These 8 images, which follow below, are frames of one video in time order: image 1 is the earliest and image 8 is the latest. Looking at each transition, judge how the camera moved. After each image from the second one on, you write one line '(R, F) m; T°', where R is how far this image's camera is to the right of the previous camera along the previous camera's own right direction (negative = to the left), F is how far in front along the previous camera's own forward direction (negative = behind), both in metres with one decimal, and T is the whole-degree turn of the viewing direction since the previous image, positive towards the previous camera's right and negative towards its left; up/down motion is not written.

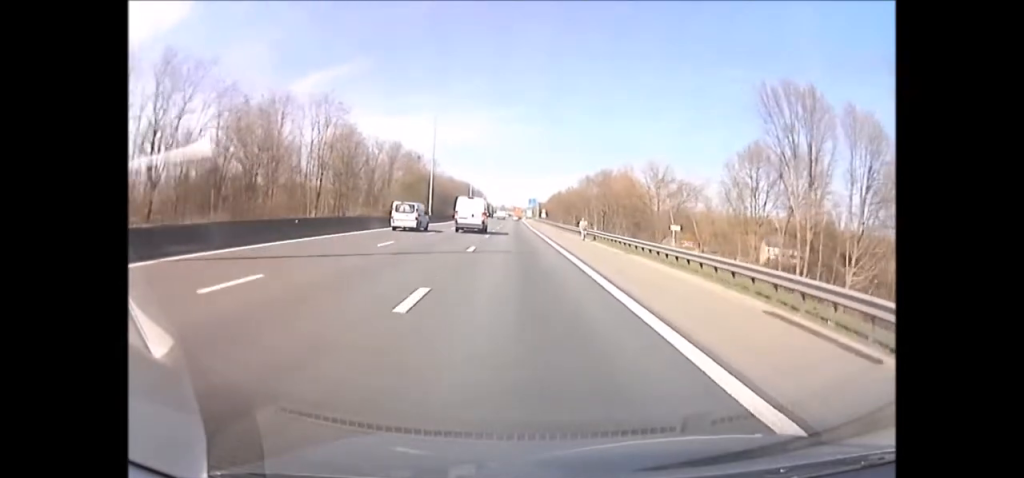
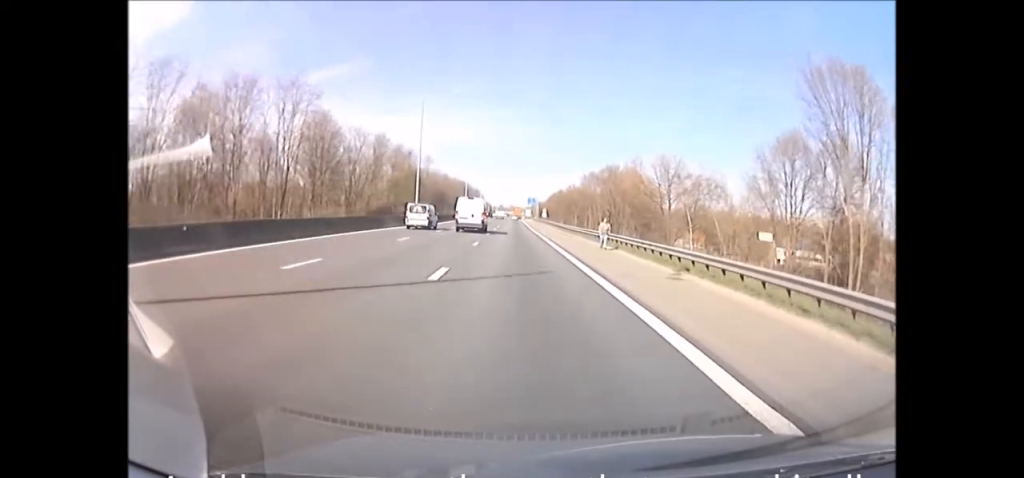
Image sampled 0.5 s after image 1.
(-0.1, +9.5) m; 0°
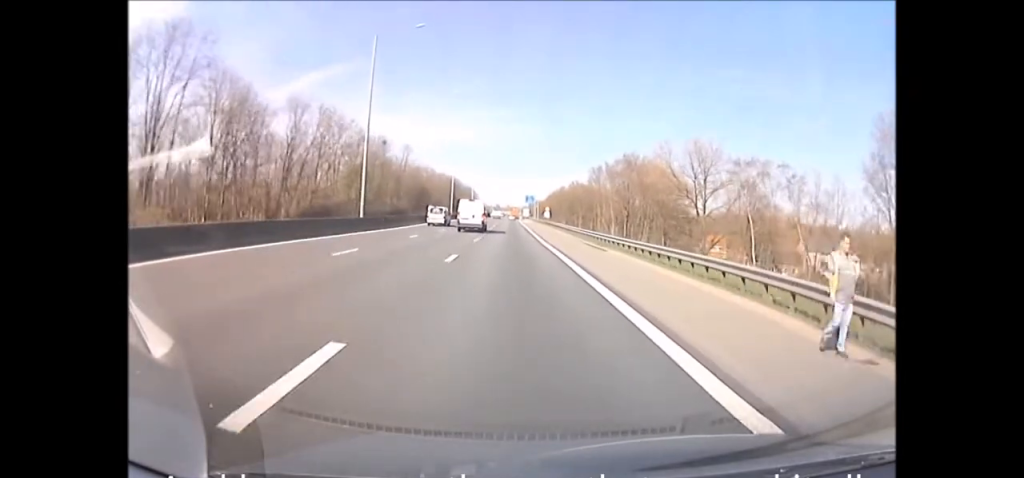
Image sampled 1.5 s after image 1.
(0.0, +19.9) m; +1°
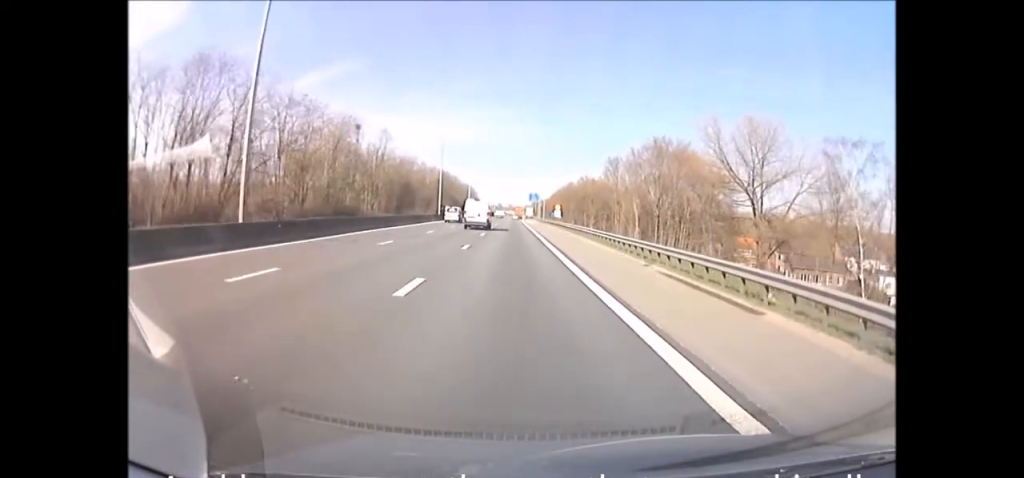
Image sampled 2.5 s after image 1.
(+0.1, +19.5) m; 0°
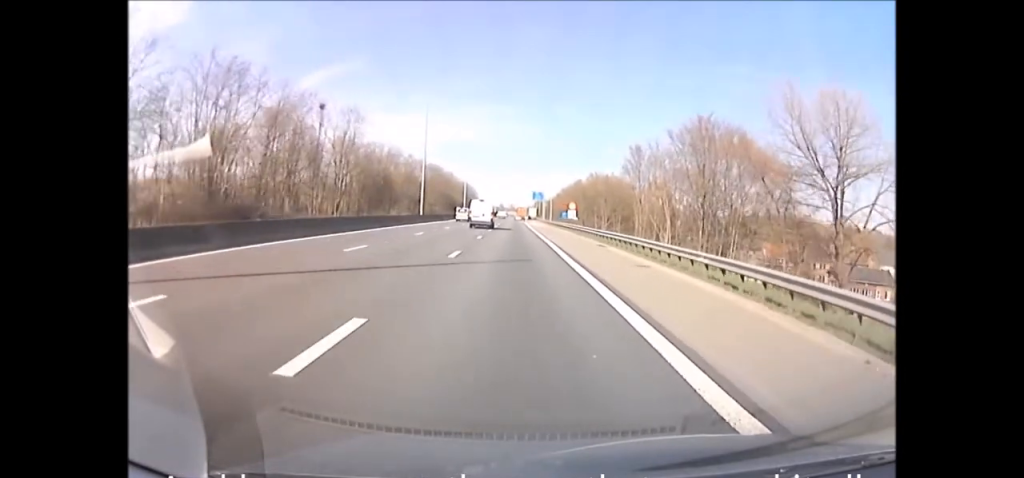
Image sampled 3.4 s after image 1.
(0.0, +16.5) m; 0°
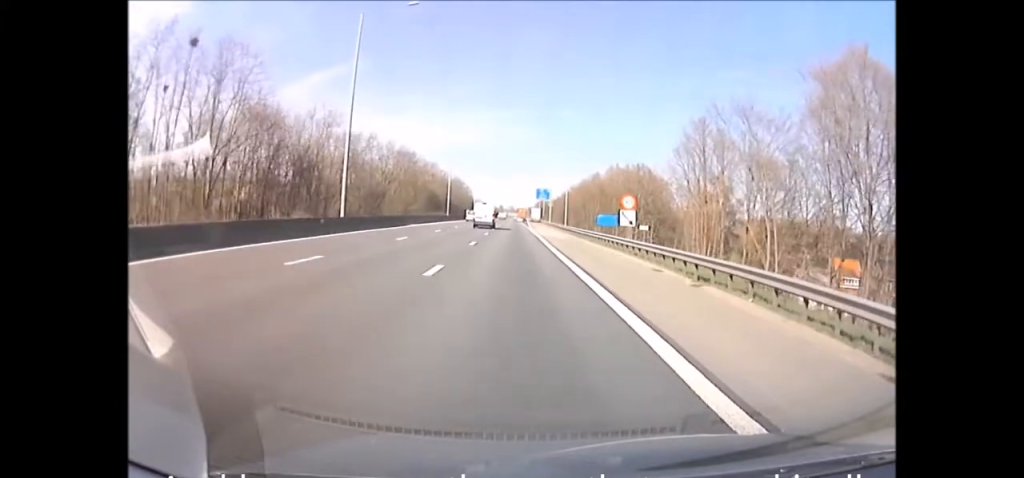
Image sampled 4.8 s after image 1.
(0.0, +29.7) m; 0°
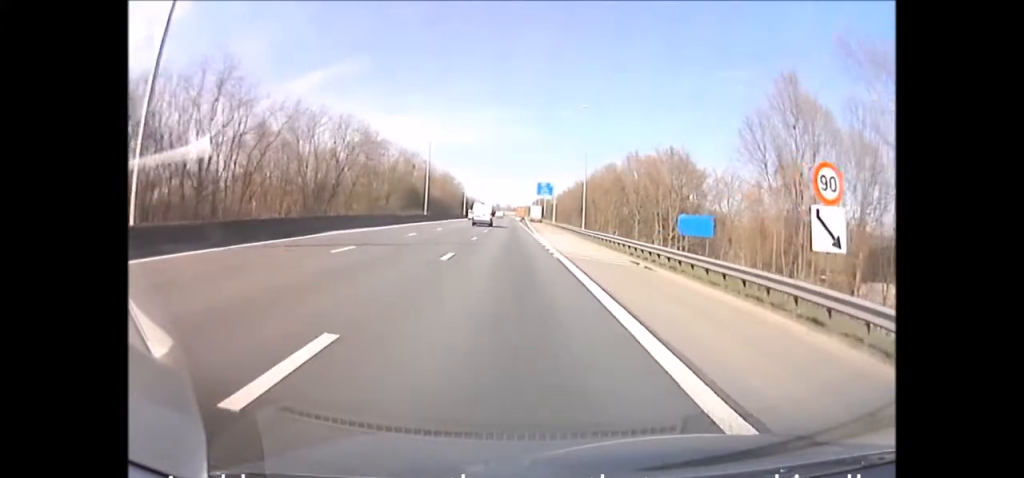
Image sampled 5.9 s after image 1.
(0.0, +21.4) m; 0°
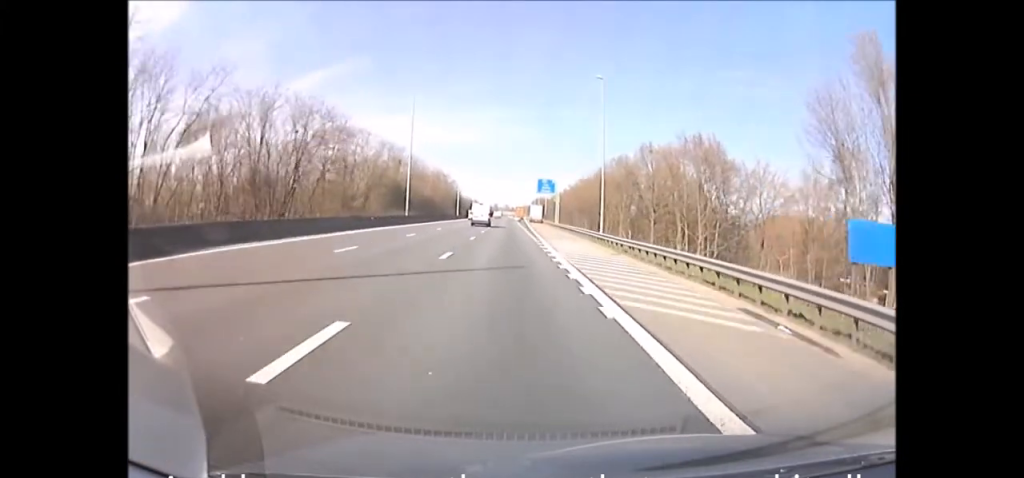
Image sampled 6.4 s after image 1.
(0.0, +11.8) m; 0°
